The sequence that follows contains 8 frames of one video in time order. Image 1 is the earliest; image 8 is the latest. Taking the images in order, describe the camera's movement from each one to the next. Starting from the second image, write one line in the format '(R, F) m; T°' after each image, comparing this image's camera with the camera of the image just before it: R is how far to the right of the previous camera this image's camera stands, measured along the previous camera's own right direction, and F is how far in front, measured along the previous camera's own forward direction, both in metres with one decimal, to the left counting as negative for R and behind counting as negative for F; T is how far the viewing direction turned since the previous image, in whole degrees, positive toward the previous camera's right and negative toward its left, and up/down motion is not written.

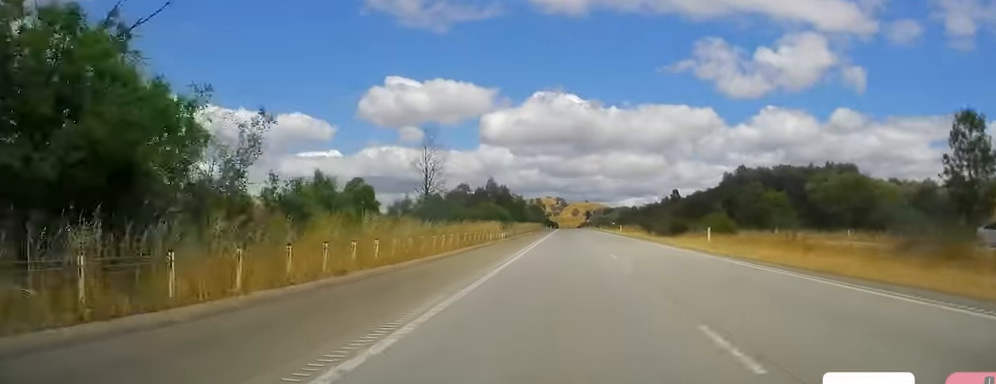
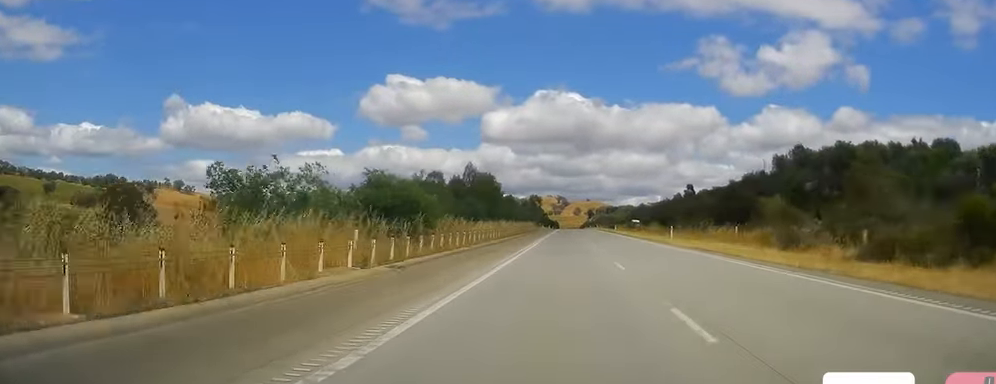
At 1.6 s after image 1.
(+0.7, +47.0) m; 0°
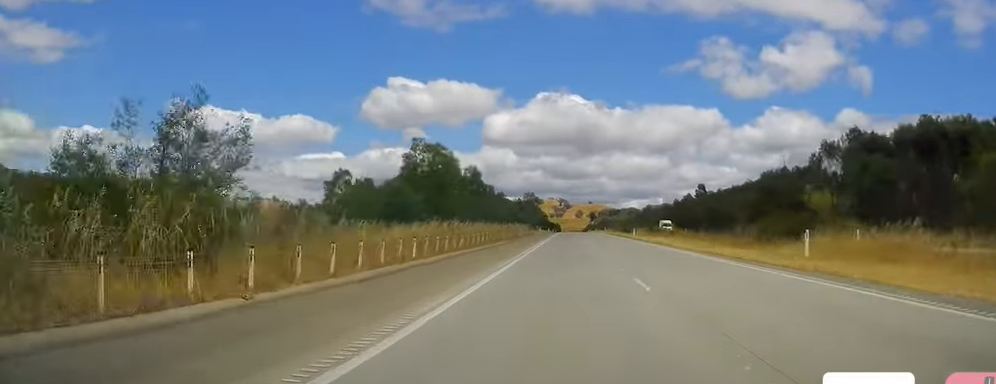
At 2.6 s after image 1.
(-0.5, +28.9) m; -1°
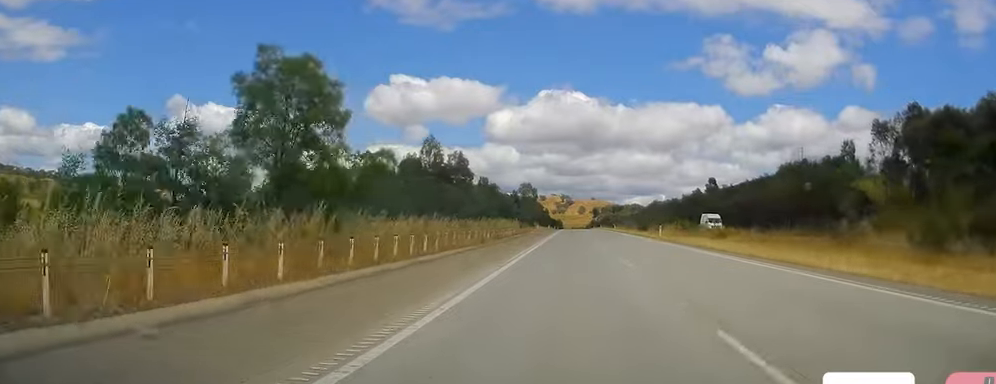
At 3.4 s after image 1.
(0.0, +21.1) m; 0°
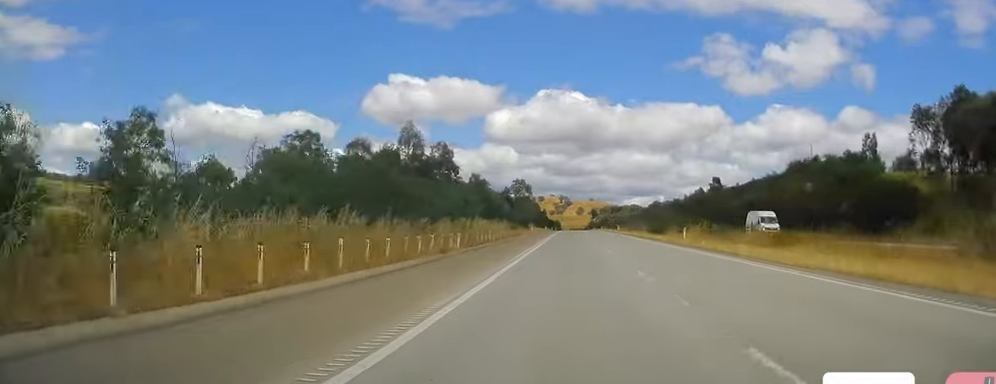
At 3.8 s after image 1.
(0.0, +13.4) m; 0°
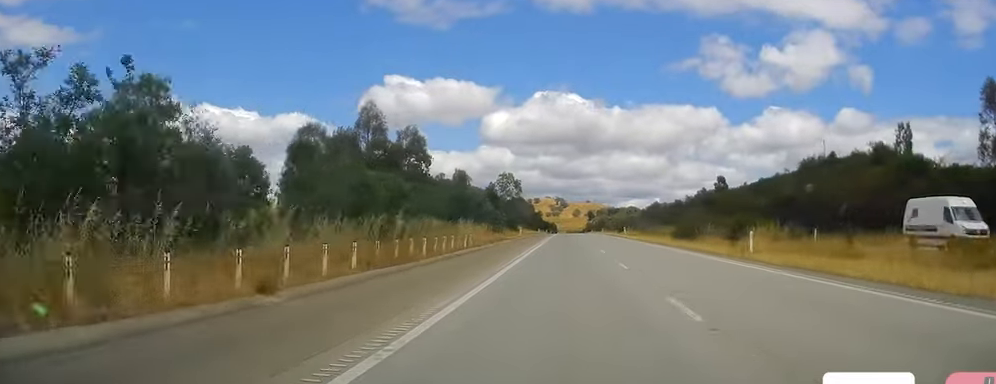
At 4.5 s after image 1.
(0.0, +18.2) m; 0°
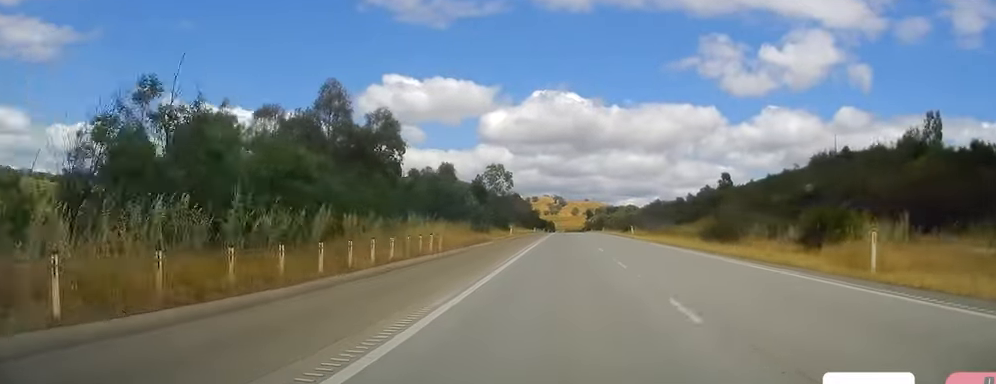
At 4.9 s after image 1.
(0.0, +12.5) m; 0°
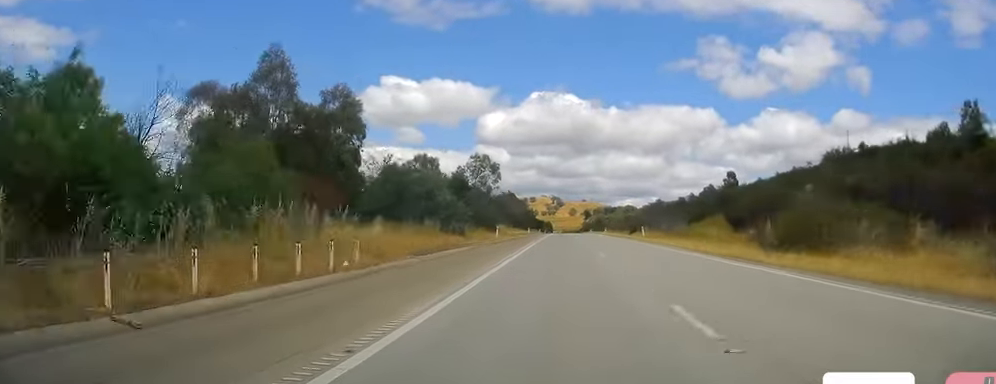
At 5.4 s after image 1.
(0.0, +13.4) m; 0°
